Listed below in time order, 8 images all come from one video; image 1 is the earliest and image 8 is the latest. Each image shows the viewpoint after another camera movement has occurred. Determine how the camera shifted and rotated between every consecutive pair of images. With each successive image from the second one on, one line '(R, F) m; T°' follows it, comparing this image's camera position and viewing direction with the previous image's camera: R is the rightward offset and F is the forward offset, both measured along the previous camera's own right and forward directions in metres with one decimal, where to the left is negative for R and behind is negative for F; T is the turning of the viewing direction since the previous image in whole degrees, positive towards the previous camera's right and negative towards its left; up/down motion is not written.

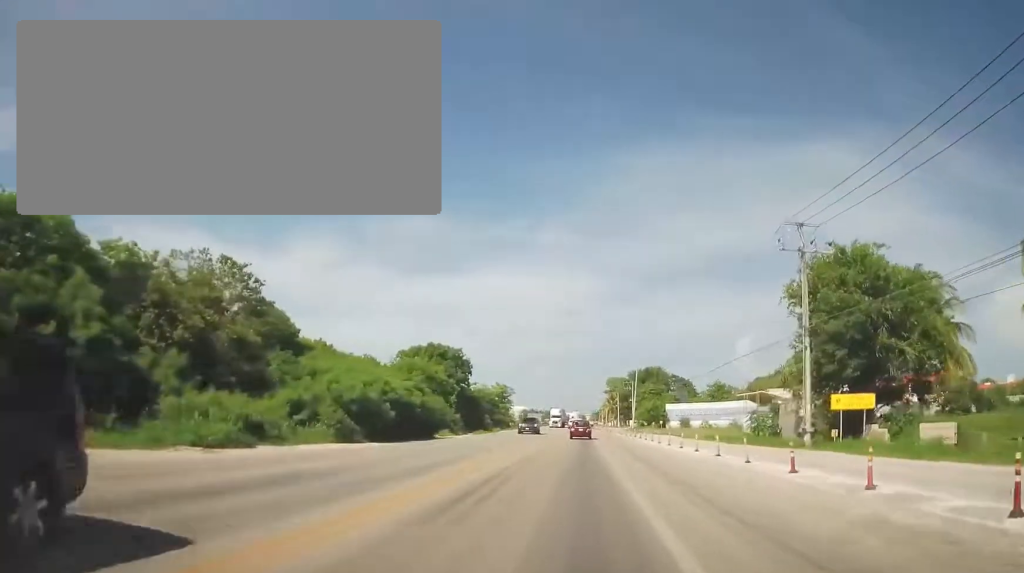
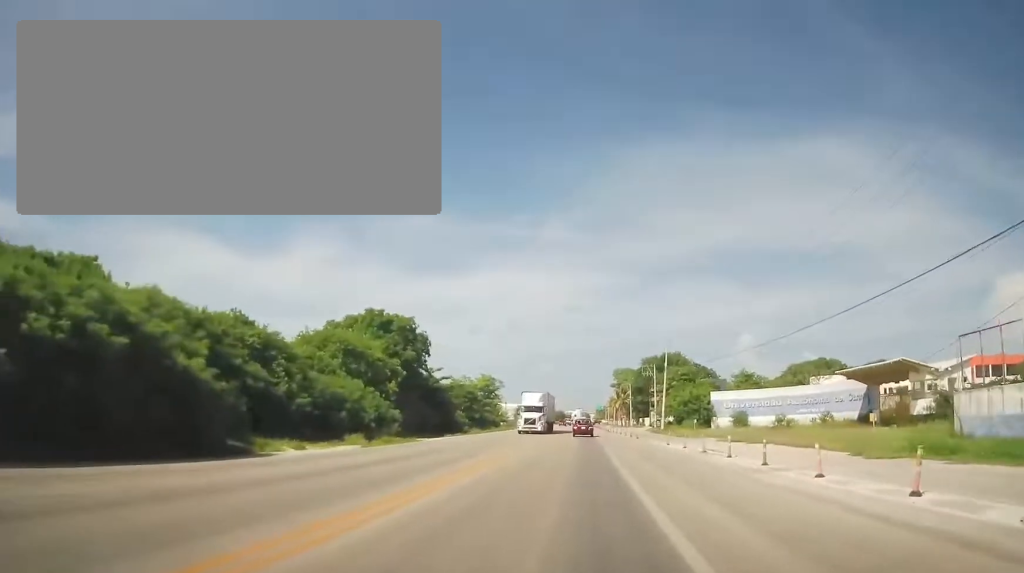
(-1.2, +33.5) m; -1°
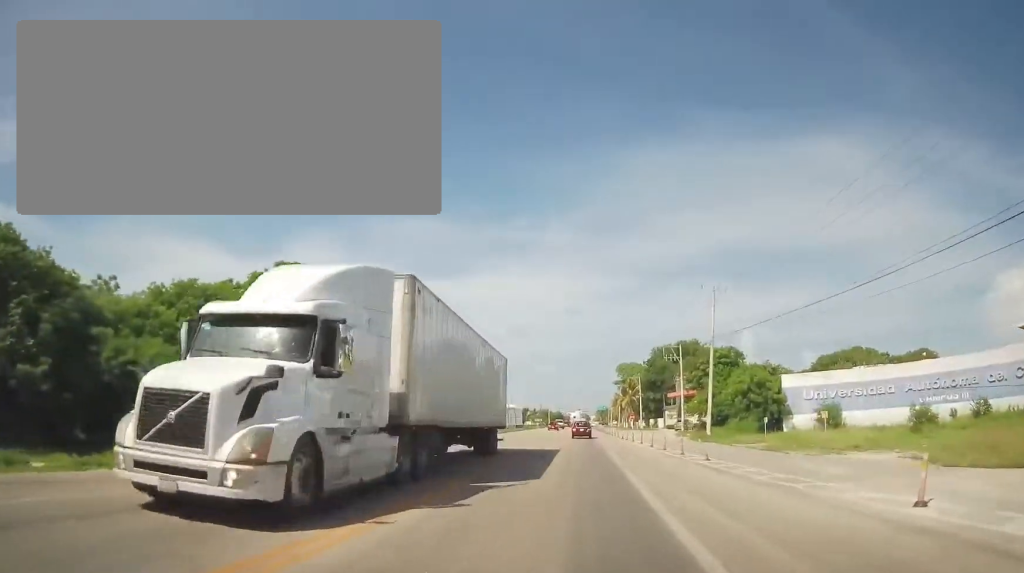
(-0.1, +25.0) m; -1°
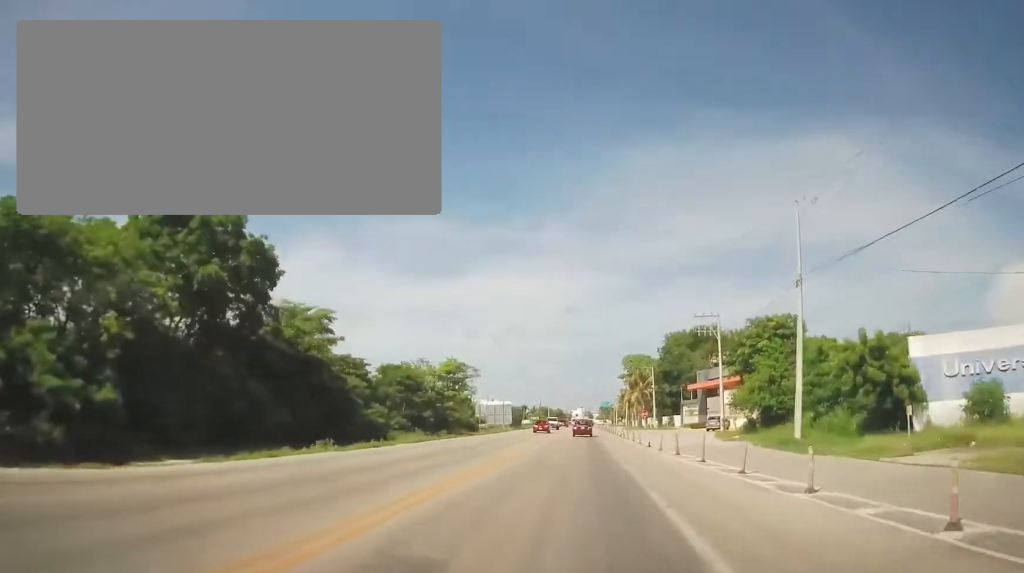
(-0.2, +18.3) m; 0°
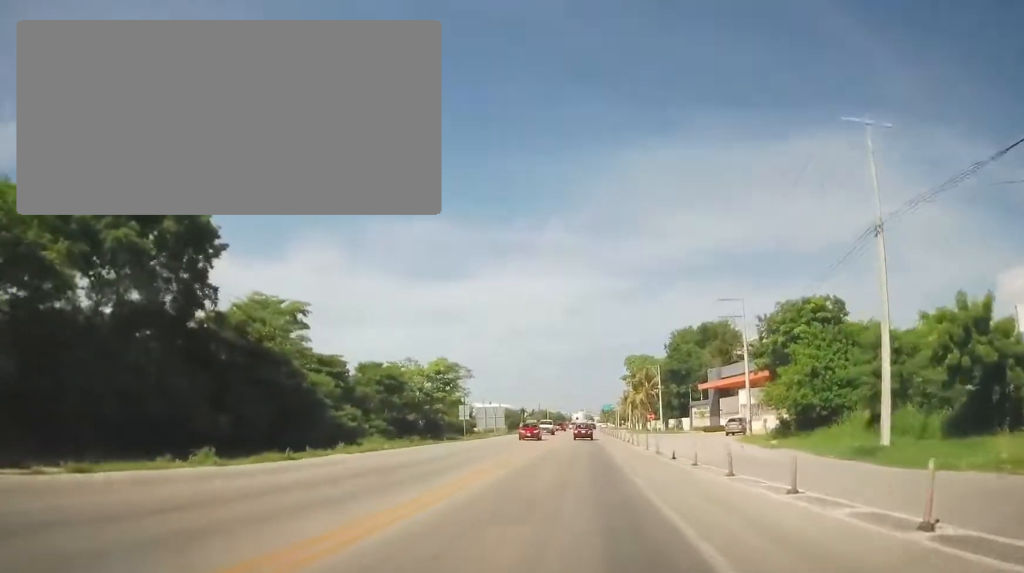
(-0.1, +8.0) m; +1°
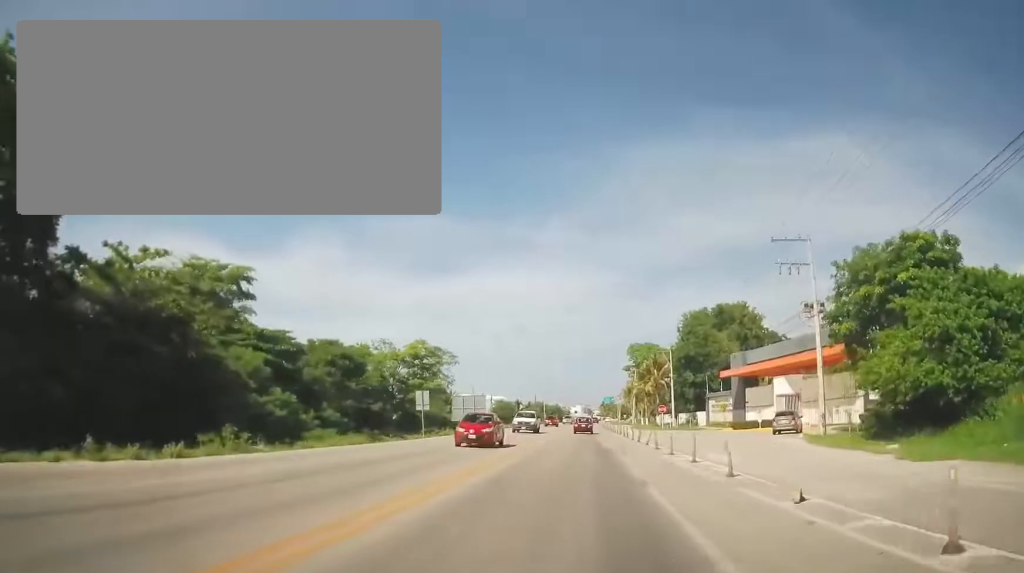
(+0.4, +13.3) m; +3°
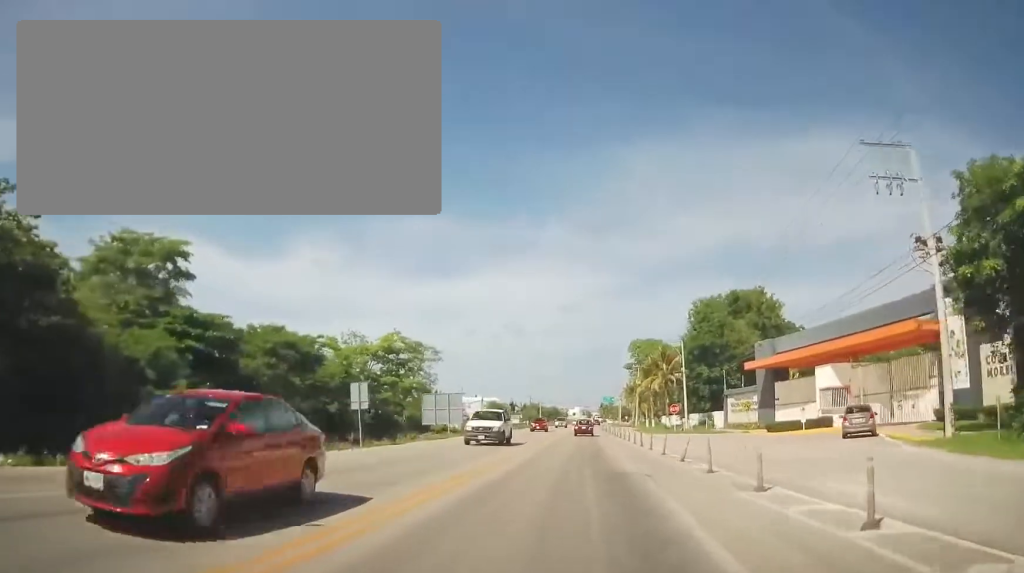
(+0.3, +10.8) m; 0°
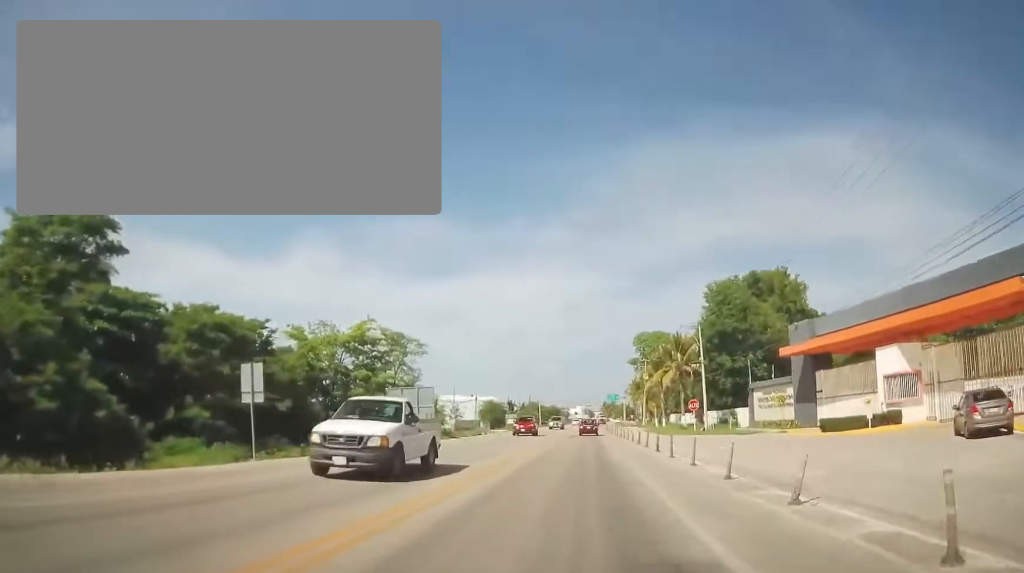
(+0.1, +9.8) m; -1°
